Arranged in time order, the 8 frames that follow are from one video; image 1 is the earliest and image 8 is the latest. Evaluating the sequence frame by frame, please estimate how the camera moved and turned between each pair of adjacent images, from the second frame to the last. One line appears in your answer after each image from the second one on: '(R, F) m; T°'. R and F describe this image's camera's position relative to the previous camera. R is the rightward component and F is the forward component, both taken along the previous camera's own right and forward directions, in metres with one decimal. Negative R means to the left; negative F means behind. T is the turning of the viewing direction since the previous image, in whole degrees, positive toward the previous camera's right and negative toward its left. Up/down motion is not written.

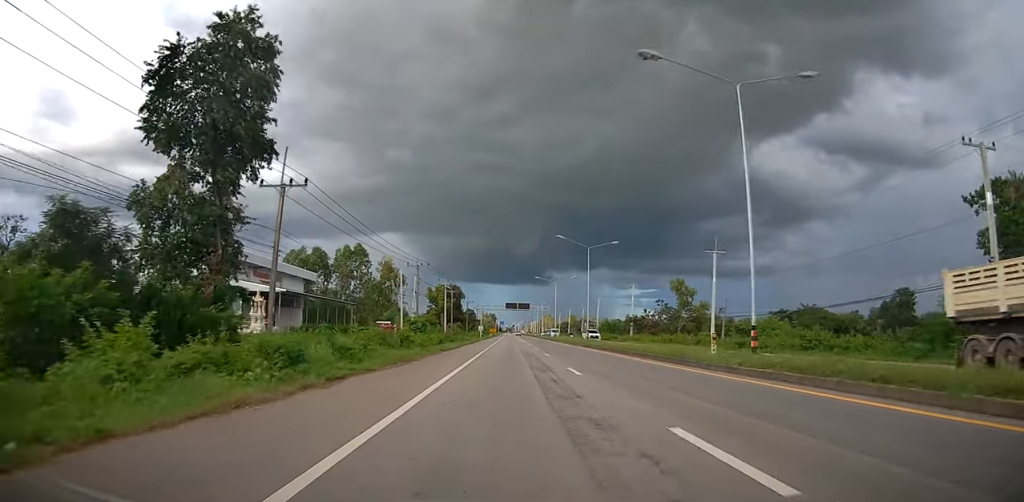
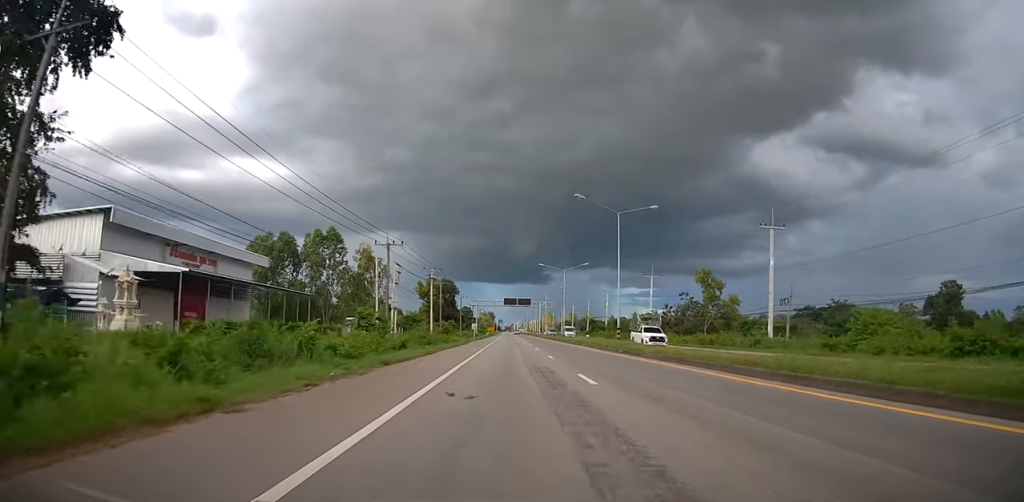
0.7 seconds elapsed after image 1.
(0.0, +15.3) m; +1°
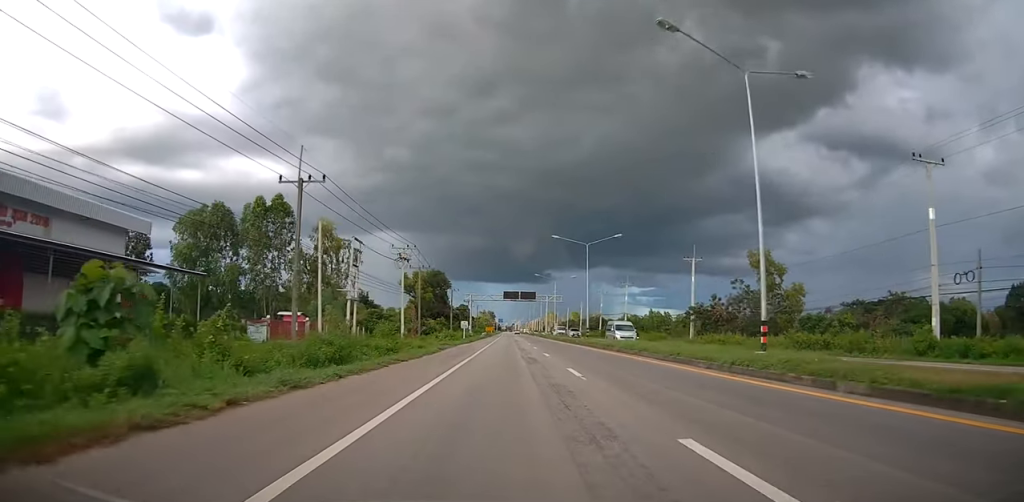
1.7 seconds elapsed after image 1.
(+0.3, +21.6) m; +1°
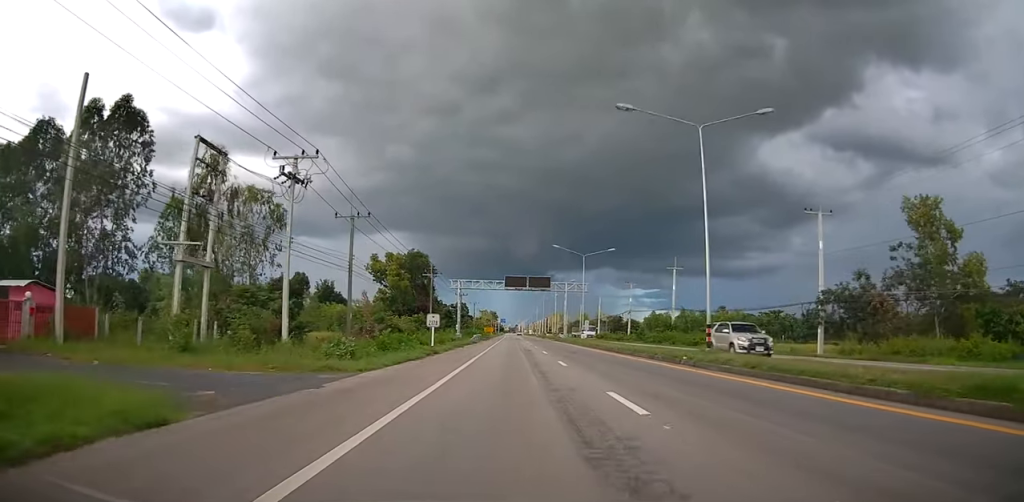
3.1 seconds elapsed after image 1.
(-0.2, +31.0) m; -2°
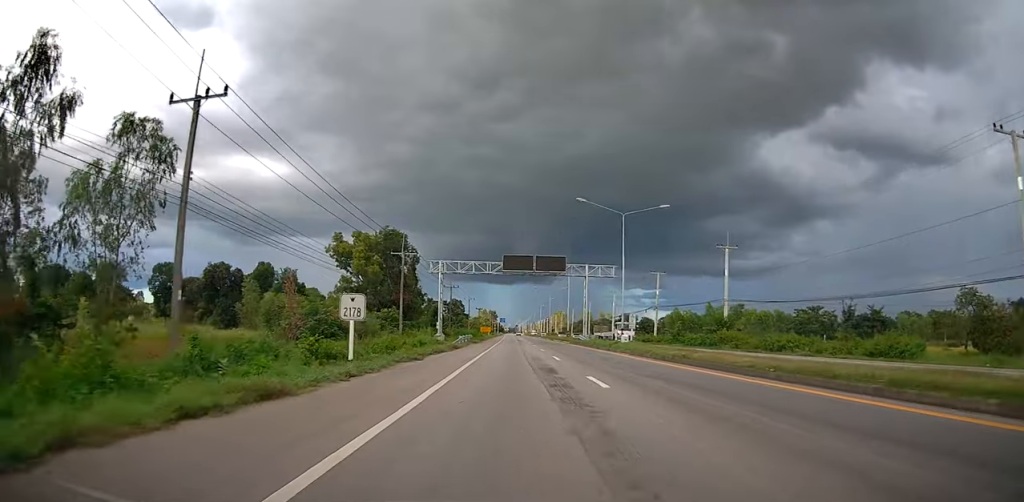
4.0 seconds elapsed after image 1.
(-0.2, +20.4) m; -1°
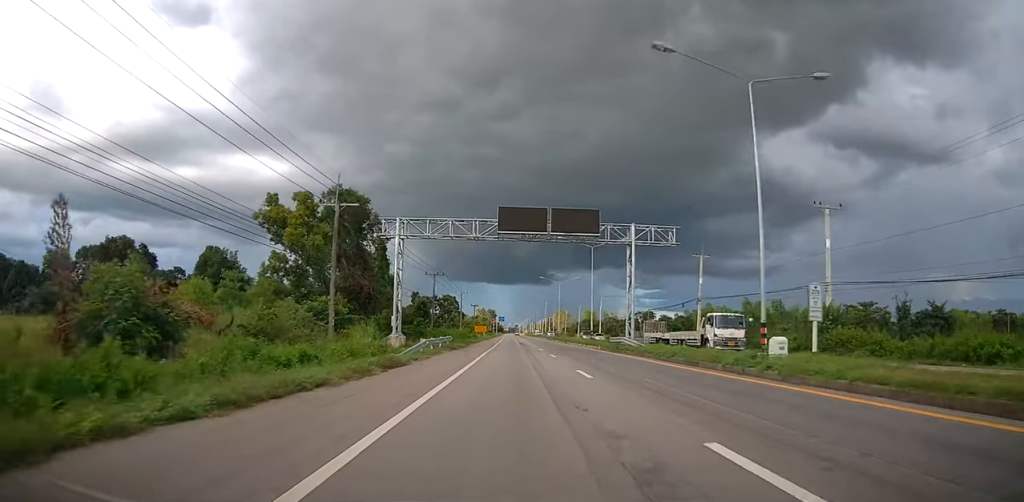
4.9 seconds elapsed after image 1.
(0.0, +21.2) m; +1°
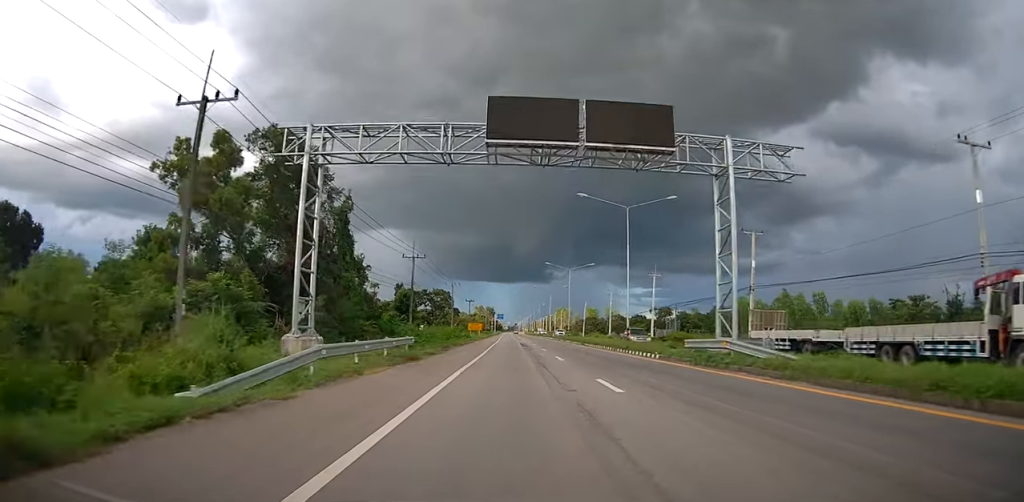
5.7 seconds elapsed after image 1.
(+0.2, +16.1) m; +1°
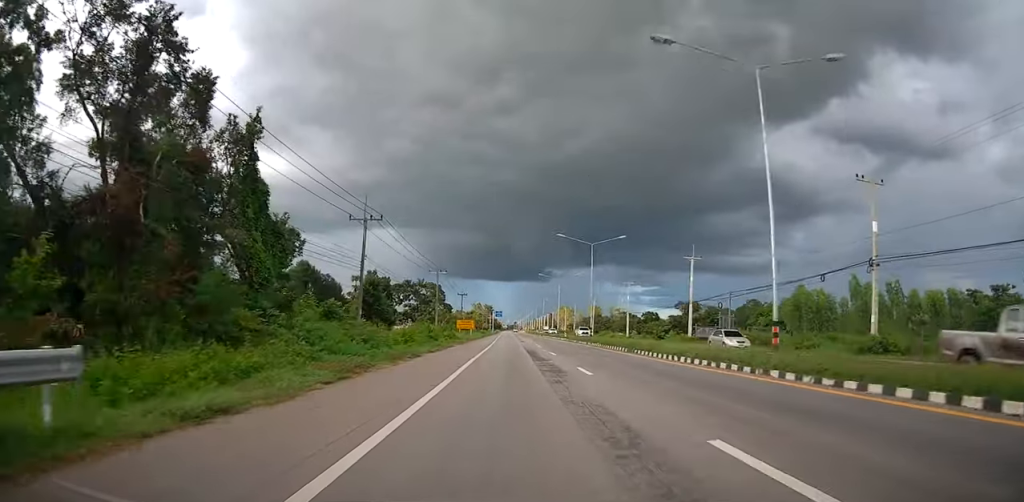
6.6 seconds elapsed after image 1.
(+0.3, +20.3) m; 0°
